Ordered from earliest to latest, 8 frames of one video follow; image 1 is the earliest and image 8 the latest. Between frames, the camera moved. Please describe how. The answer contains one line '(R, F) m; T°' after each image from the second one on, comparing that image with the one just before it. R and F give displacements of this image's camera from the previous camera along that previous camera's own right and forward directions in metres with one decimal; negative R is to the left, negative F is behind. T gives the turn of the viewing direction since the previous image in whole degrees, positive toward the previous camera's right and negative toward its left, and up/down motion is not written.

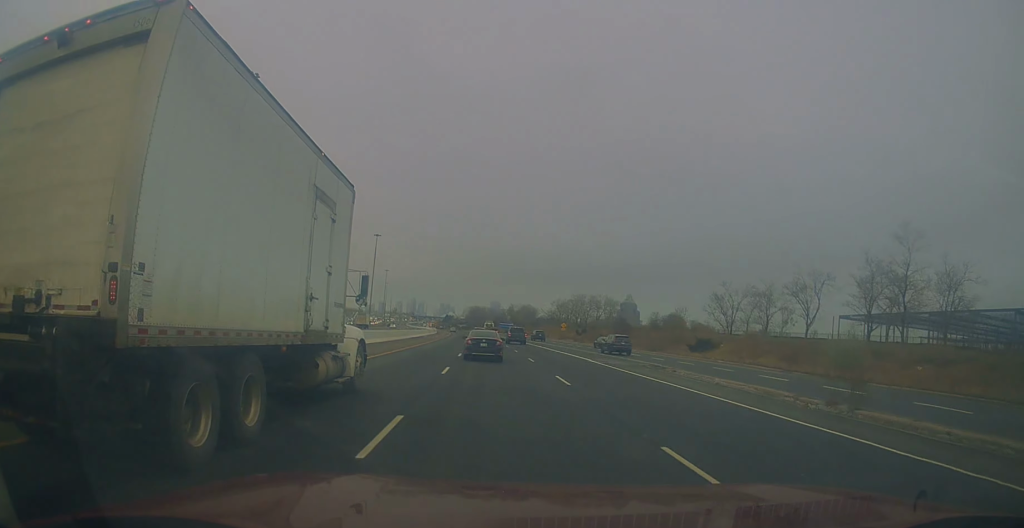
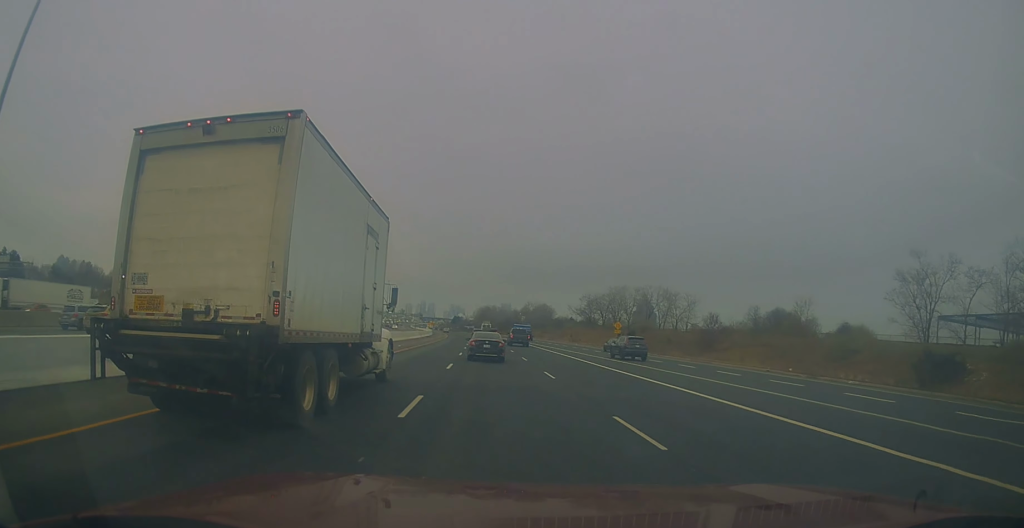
(+0.4, +45.8) m; -1°
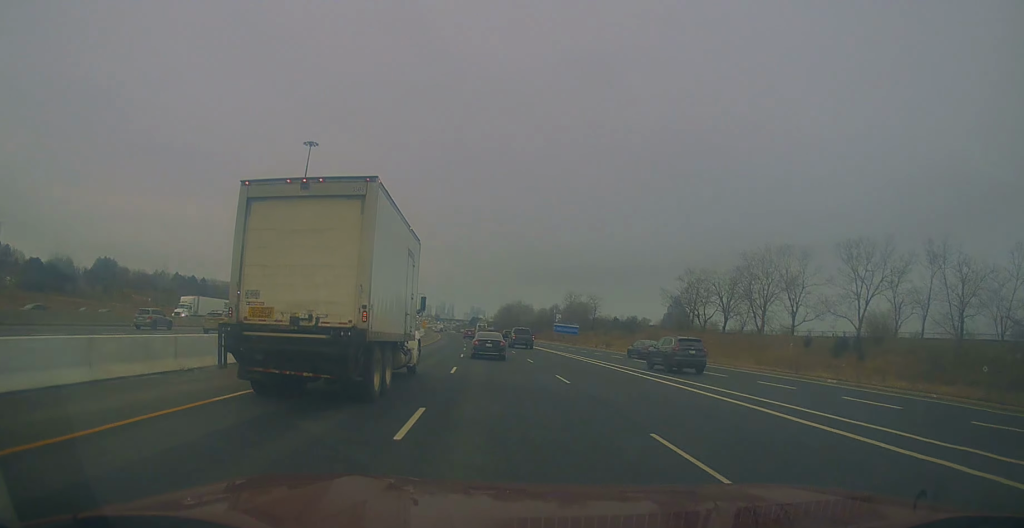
(-2.3, +75.2) m; -2°
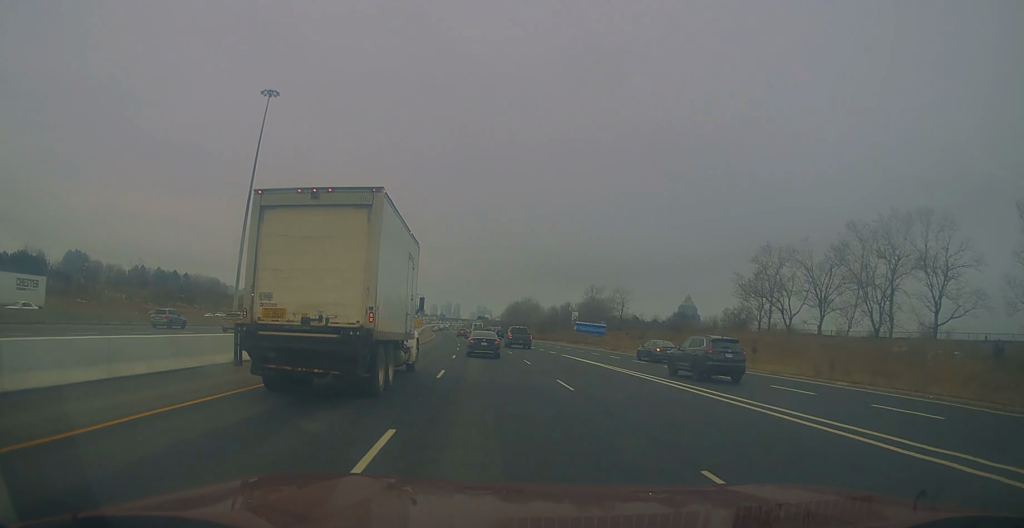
(-0.1, +26.9) m; -1°
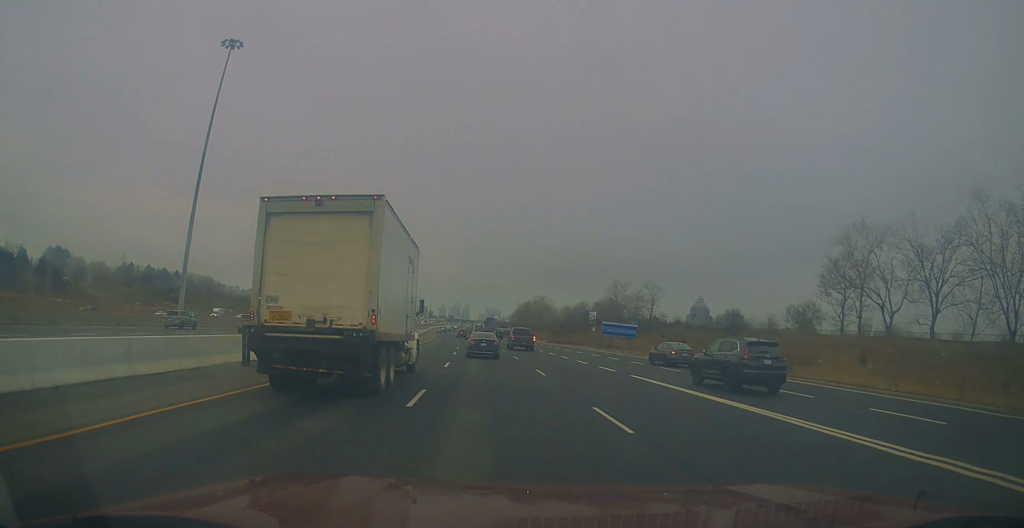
(-0.1, +18.6) m; -1°
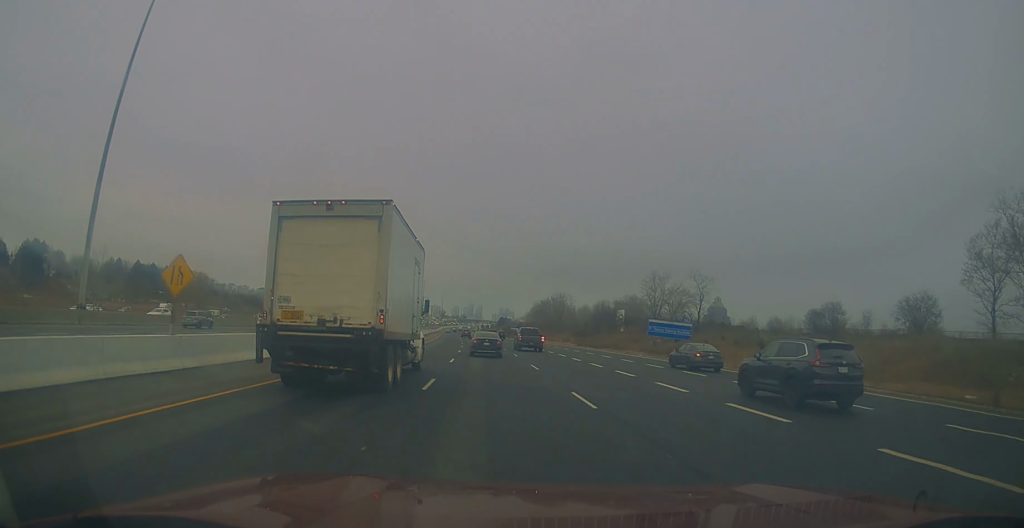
(-0.2, +21.5) m; -2°
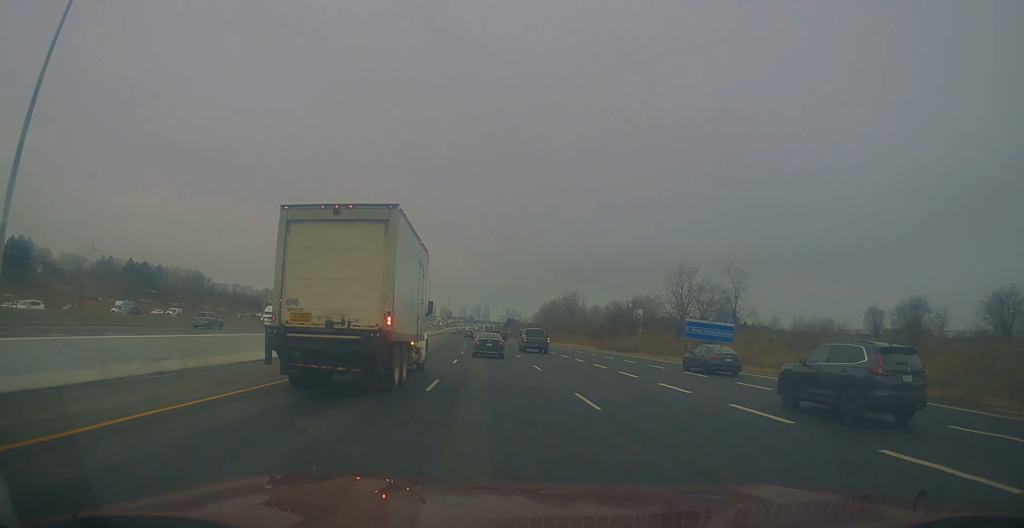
(-0.2, +12.3) m; -1°
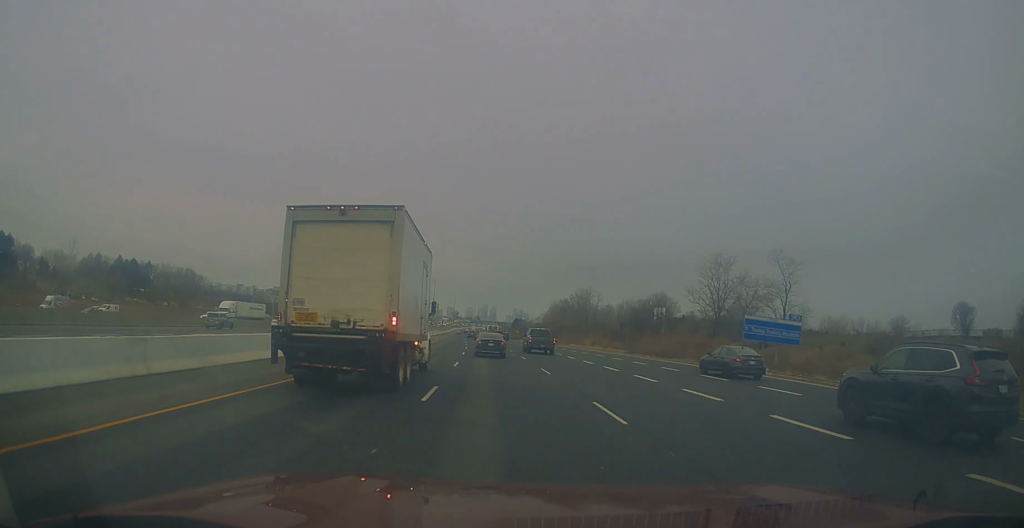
(-0.1, +14.2) m; -1°
